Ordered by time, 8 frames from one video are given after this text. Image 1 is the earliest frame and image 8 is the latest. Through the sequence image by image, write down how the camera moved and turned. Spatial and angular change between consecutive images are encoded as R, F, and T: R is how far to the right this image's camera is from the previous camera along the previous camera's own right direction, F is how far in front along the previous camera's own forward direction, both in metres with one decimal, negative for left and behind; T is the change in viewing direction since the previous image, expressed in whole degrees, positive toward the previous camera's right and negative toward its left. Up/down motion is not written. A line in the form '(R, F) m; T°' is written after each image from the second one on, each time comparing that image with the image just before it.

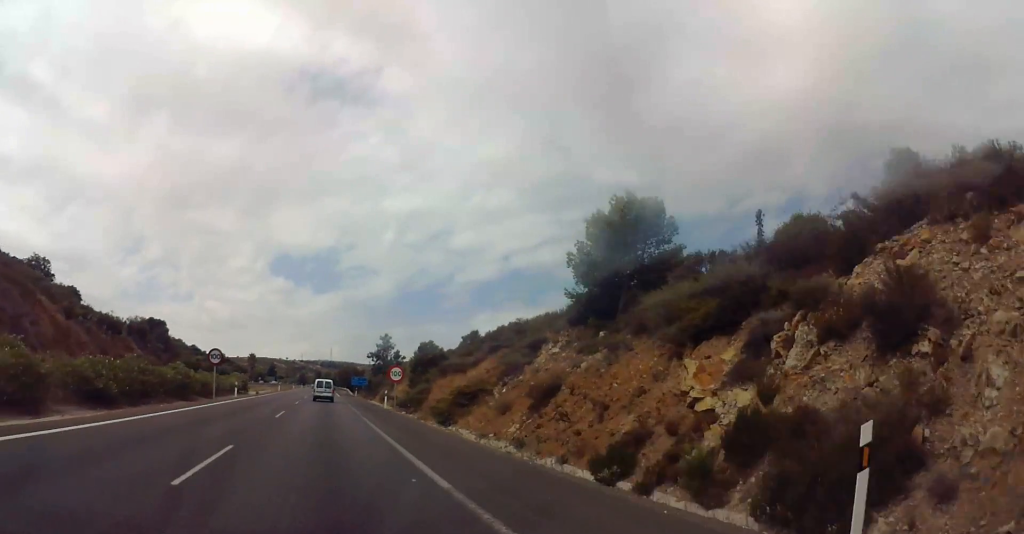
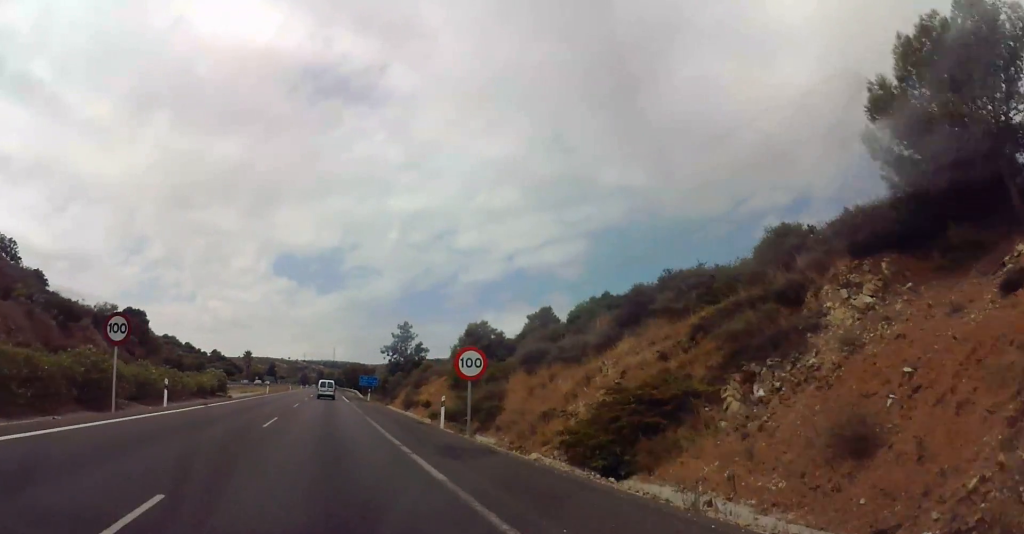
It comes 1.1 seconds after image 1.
(-0.2, +25.4) m; 0°
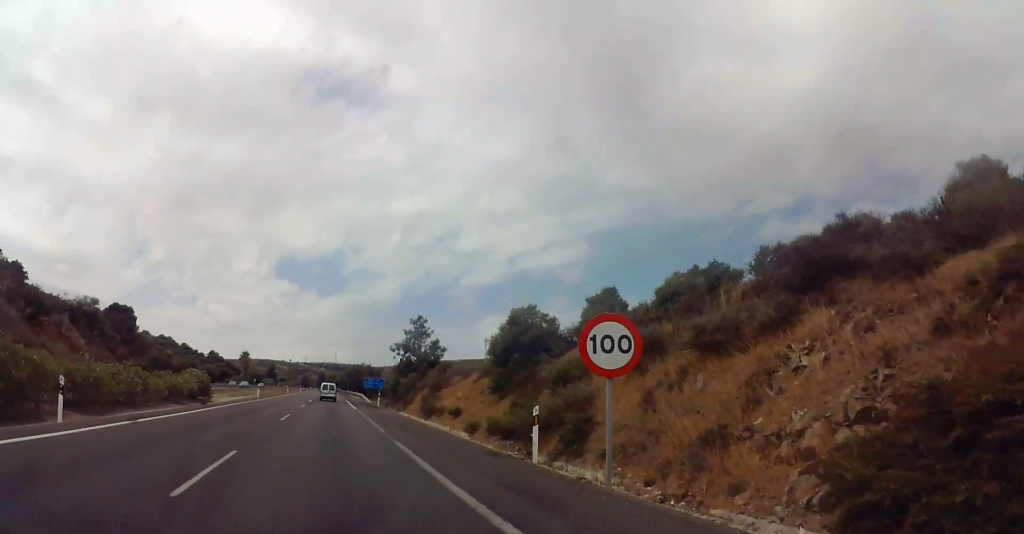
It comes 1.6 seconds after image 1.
(+0.1, +10.9) m; 0°
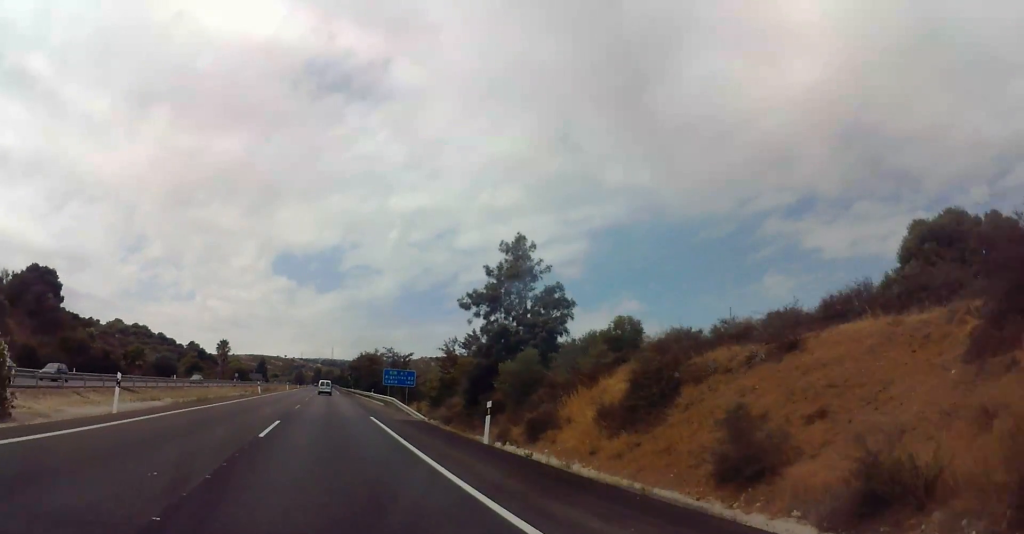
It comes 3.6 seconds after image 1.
(+0.7, +44.6) m; +1°
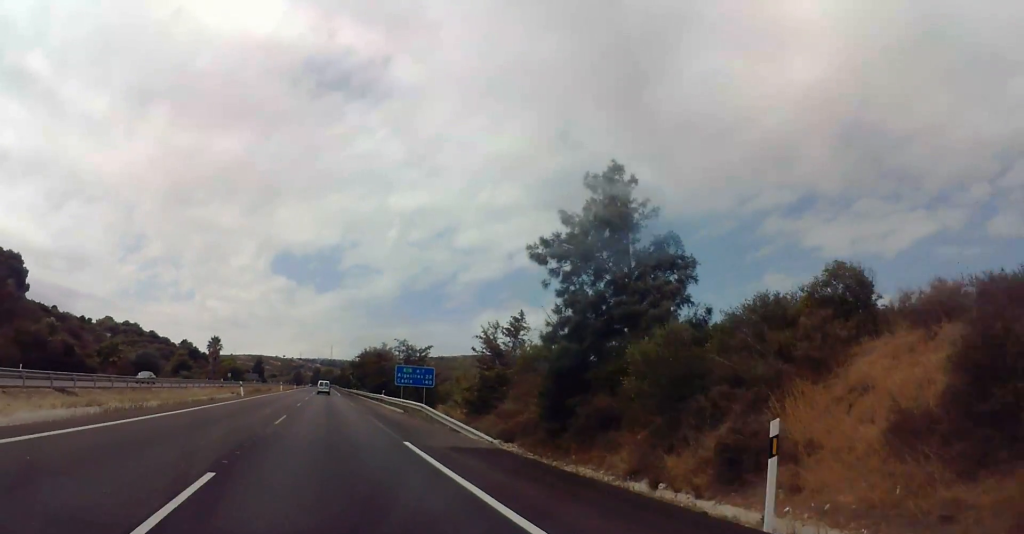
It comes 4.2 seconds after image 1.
(+0.2, +13.7) m; 0°
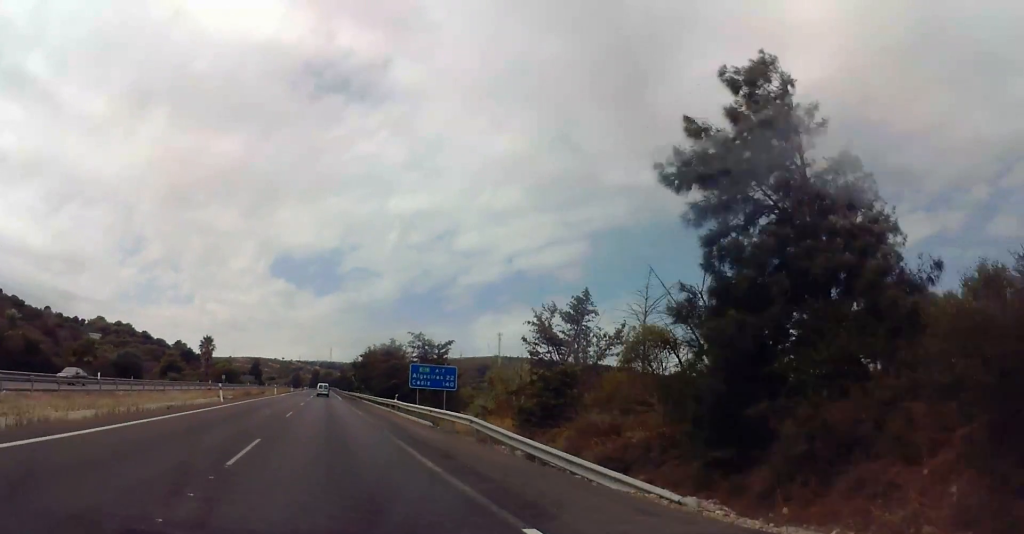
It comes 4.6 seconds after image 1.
(-0.2, +11.0) m; -1°
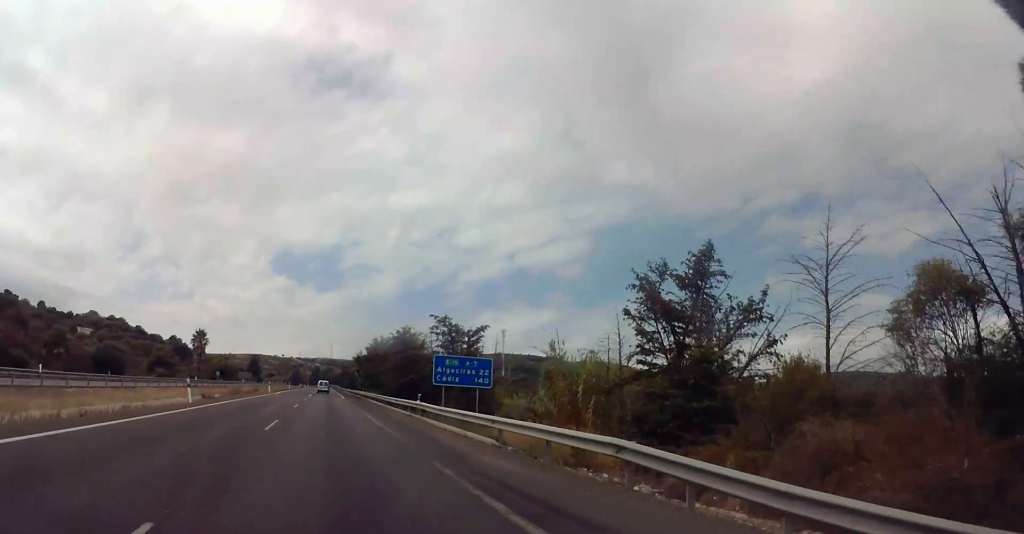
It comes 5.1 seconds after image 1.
(-0.1, +10.1) m; 0°
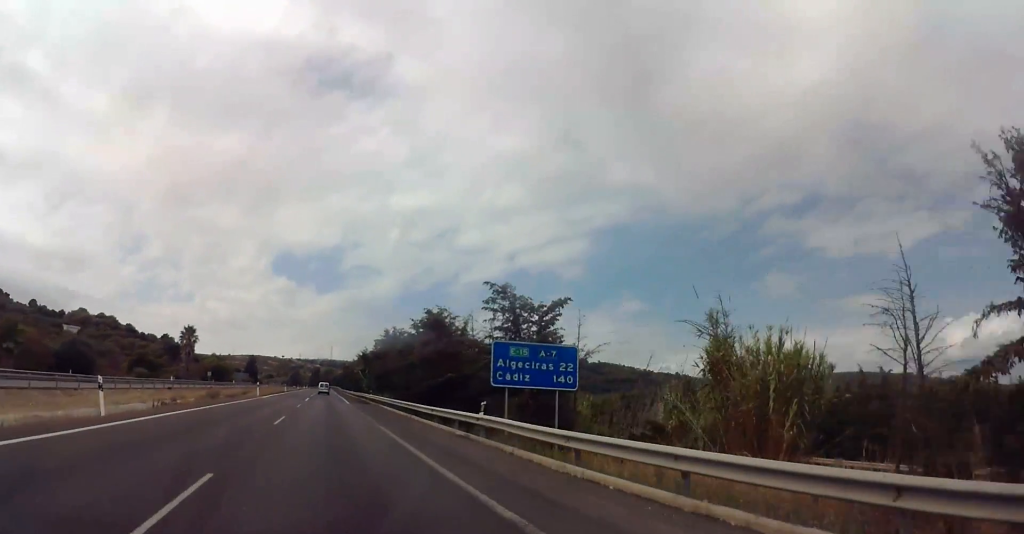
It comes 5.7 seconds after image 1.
(0.0, +14.7) m; +1°
